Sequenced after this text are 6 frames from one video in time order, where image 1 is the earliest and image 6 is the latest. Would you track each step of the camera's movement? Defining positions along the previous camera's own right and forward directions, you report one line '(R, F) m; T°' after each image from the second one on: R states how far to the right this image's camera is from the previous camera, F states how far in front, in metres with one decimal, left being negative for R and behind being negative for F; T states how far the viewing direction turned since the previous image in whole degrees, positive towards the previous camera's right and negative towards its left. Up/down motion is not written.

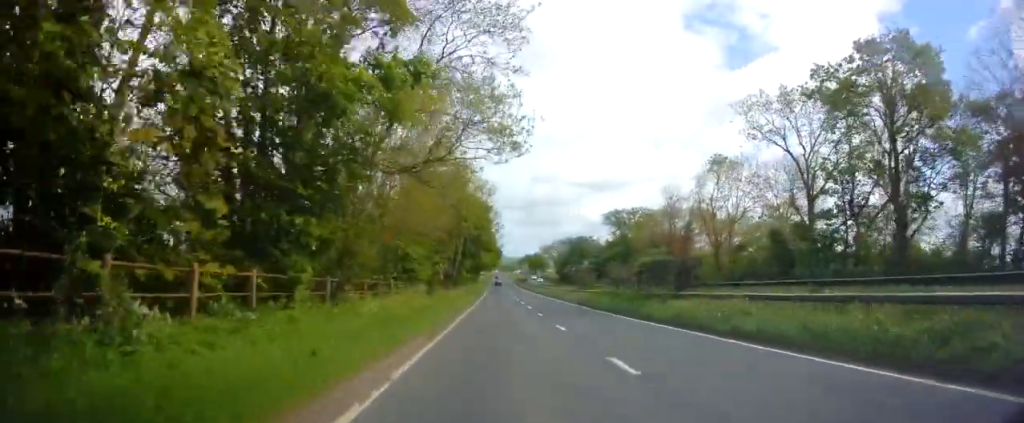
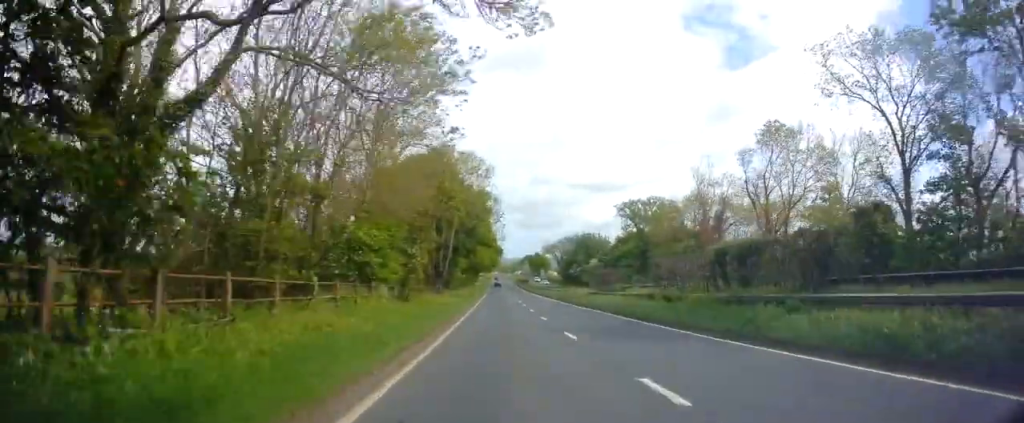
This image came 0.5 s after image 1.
(0.0, +10.9) m; 0°
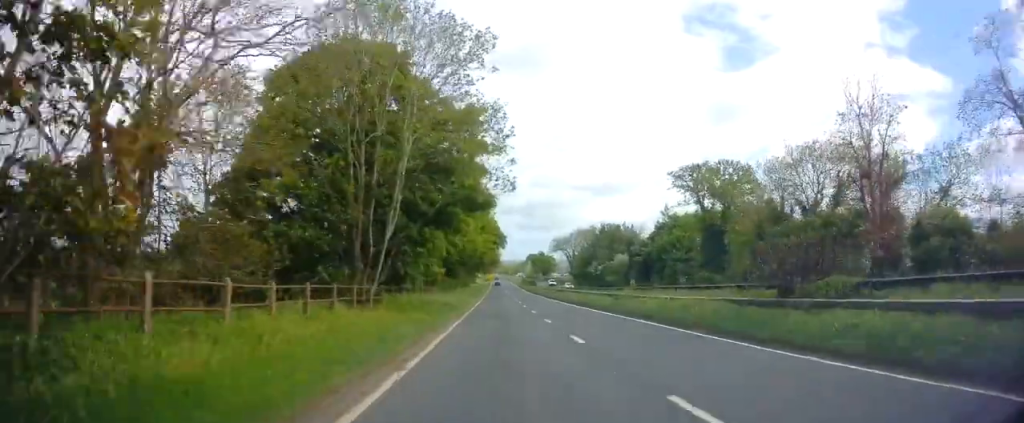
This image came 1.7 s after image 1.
(+0.1, +27.0) m; +1°
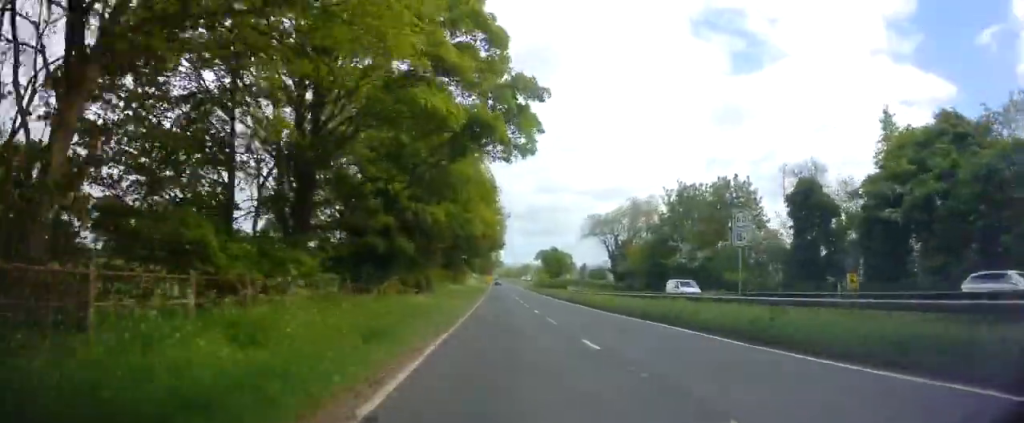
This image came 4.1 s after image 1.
(0.0, +53.3) m; 0°
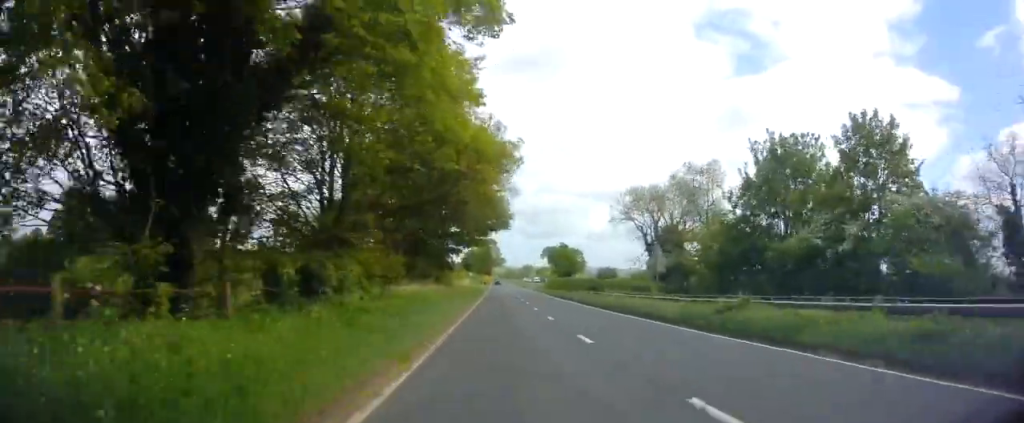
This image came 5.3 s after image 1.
(+0.3, +25.1) m; +1°
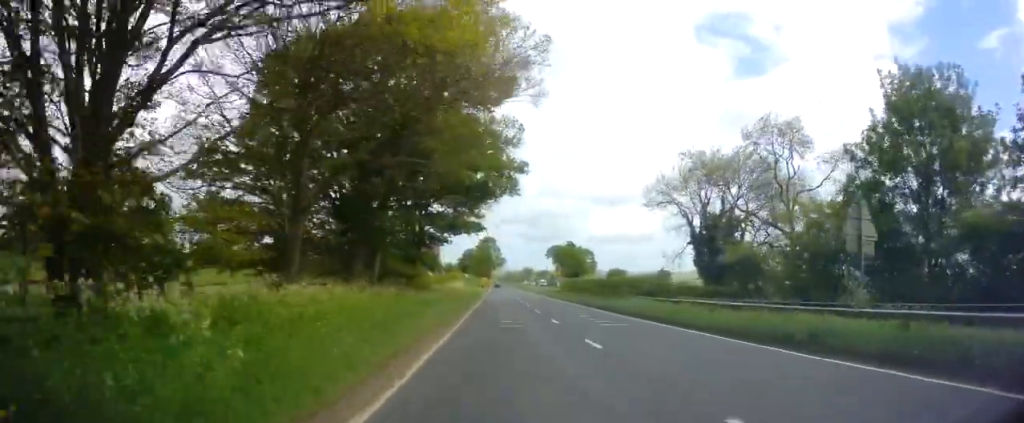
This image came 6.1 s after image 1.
(0.0, +18.3) m; -1°
